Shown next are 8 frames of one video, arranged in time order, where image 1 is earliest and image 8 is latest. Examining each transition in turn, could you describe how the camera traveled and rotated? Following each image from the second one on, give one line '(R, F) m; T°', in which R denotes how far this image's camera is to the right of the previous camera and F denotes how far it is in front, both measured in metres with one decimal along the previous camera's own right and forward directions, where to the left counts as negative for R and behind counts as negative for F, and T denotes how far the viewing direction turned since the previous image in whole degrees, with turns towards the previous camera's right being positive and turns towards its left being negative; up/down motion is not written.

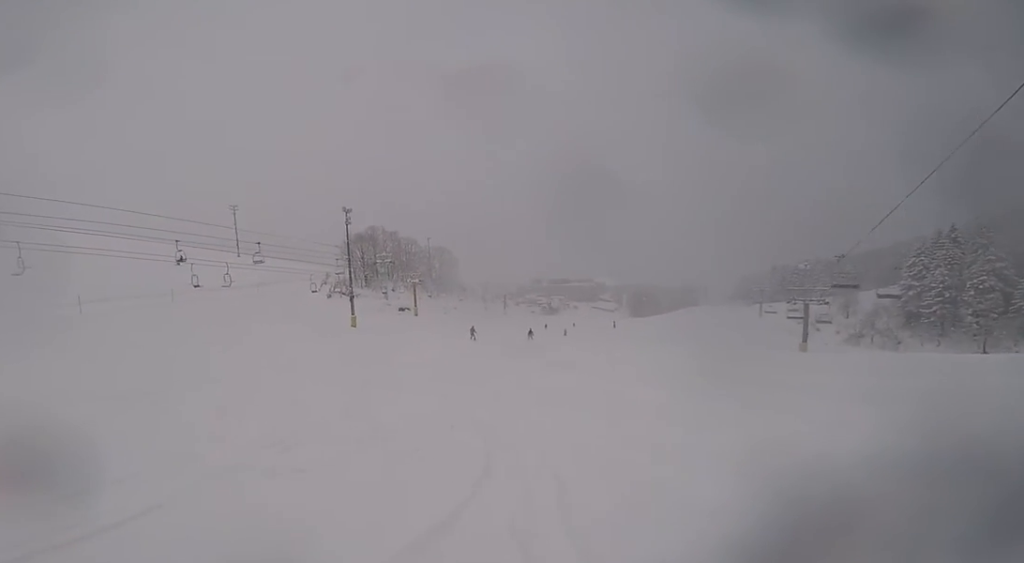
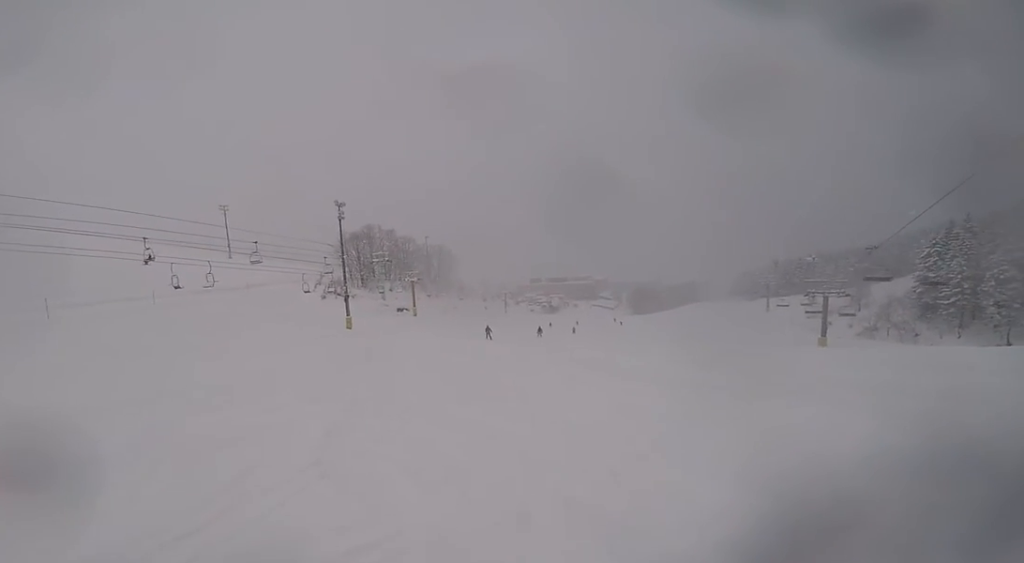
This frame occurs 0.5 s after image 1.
(0.0, +3.6) m; +1°
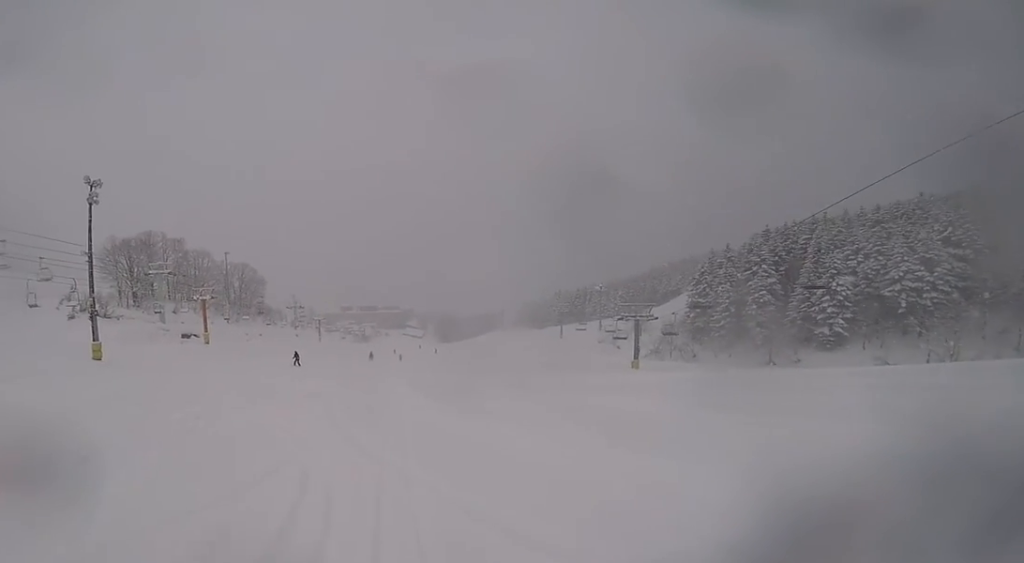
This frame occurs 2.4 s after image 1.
(+0.6, +11.1) m; +14°
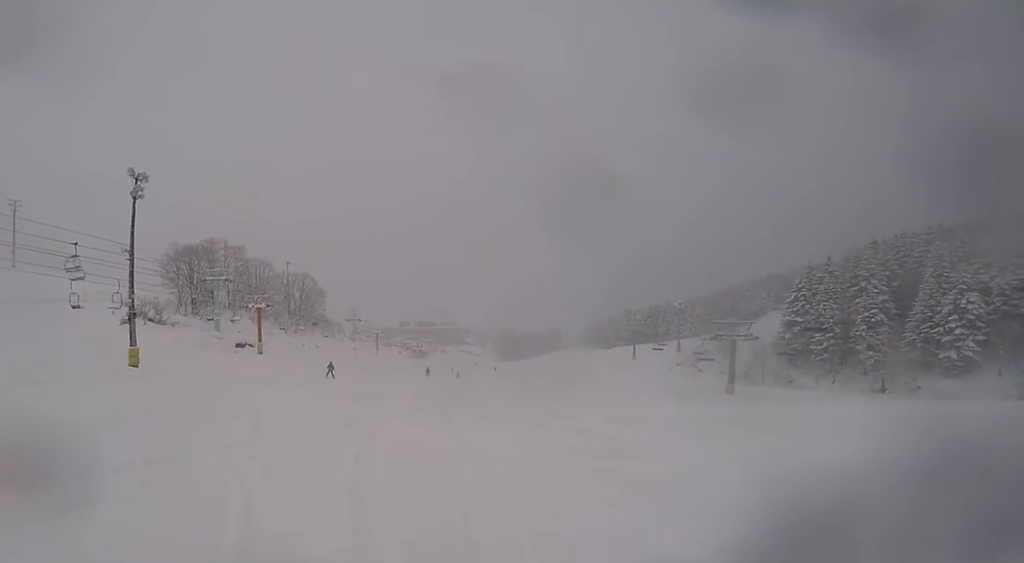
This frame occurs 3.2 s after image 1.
(+1.0, +5.3) m; +1°
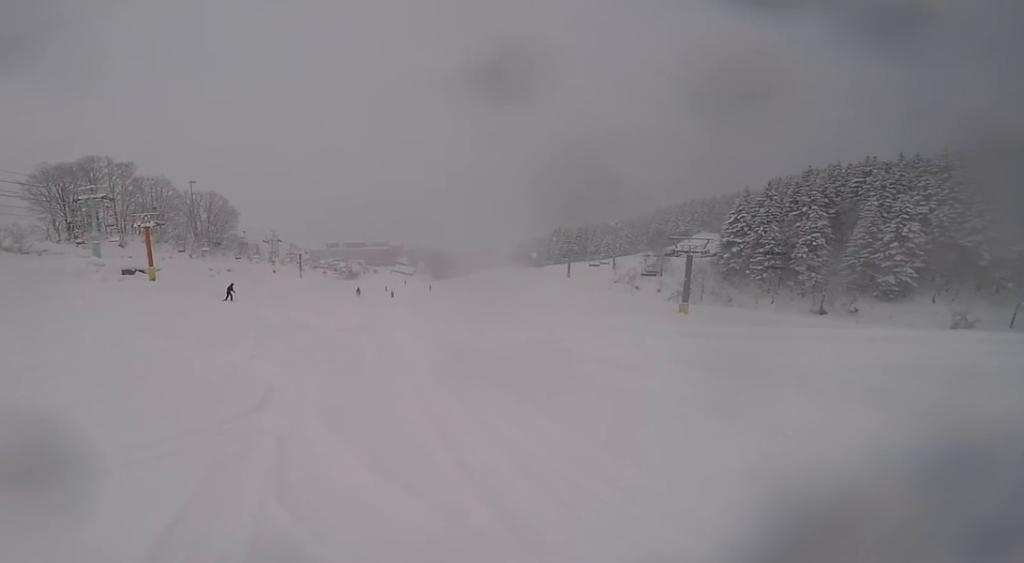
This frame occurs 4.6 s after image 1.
(-0.6, +7.8) m; 0°
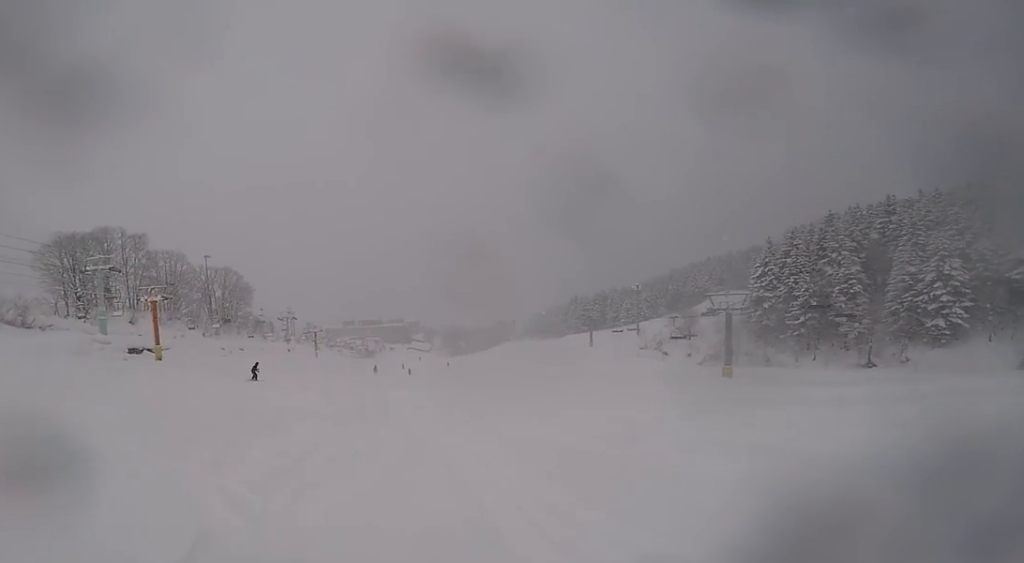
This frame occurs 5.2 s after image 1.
(+0.6, +3.8) m; 0°
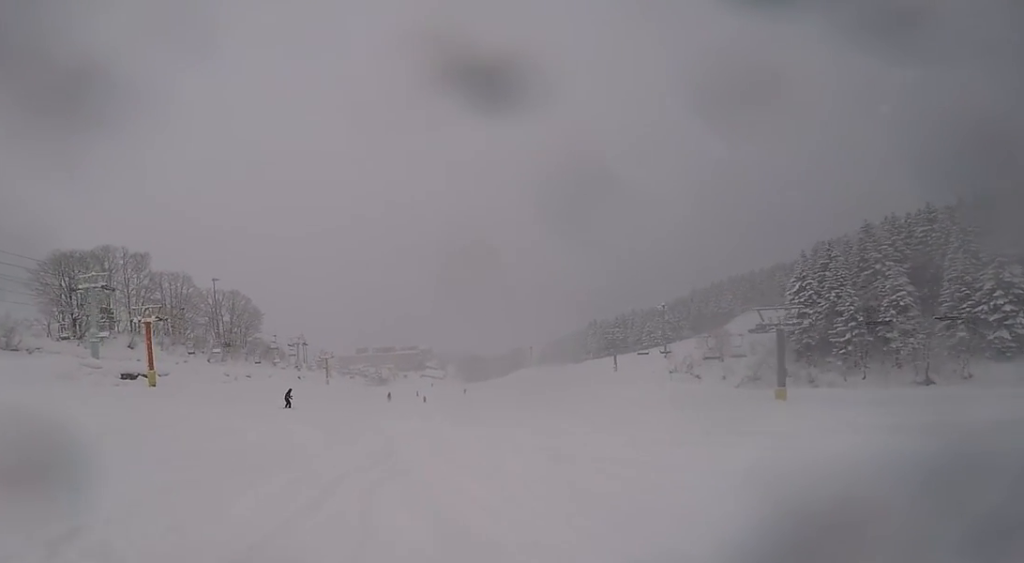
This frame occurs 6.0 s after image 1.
(-0.7, +4.7) m; 0°
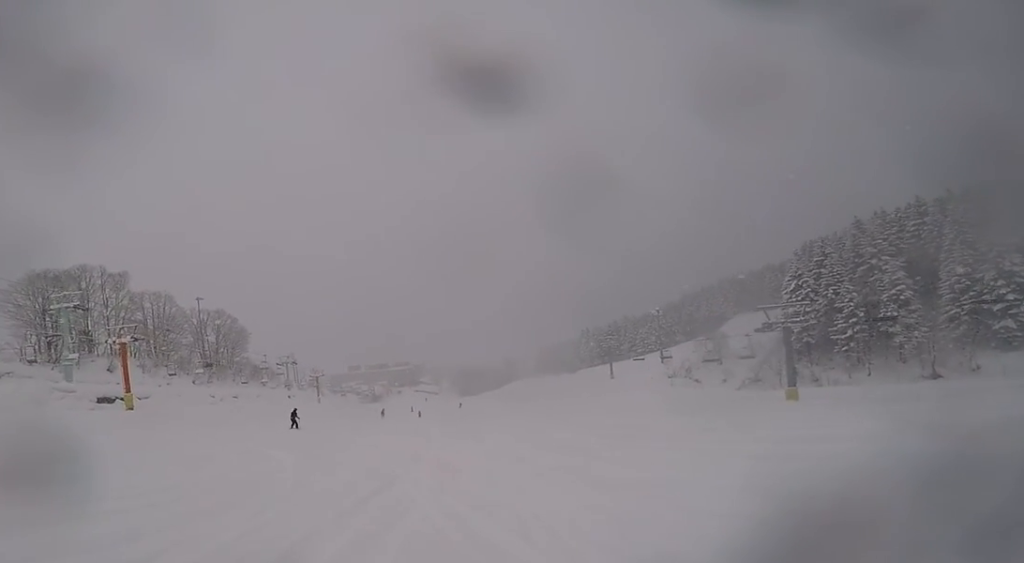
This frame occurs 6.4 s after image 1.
(-0.1, +2.5) m; +2°
